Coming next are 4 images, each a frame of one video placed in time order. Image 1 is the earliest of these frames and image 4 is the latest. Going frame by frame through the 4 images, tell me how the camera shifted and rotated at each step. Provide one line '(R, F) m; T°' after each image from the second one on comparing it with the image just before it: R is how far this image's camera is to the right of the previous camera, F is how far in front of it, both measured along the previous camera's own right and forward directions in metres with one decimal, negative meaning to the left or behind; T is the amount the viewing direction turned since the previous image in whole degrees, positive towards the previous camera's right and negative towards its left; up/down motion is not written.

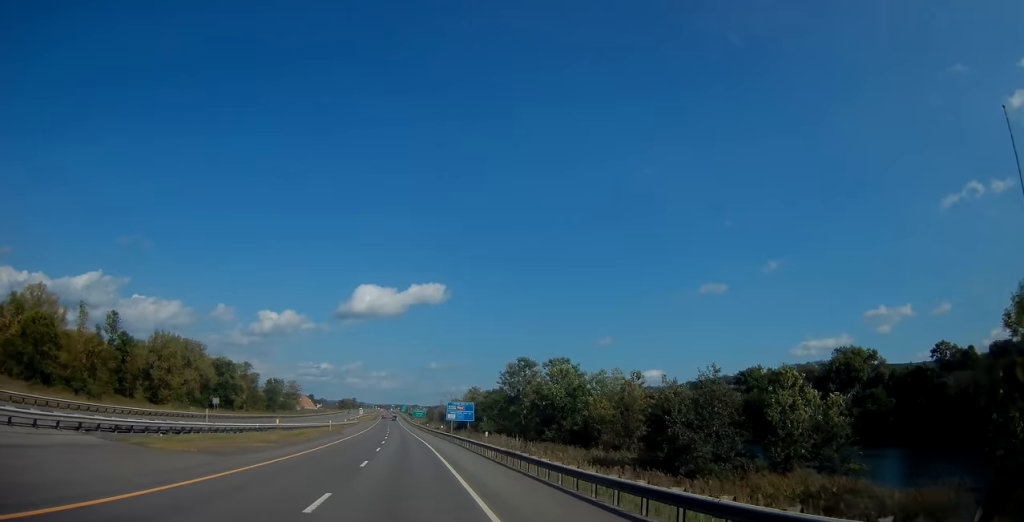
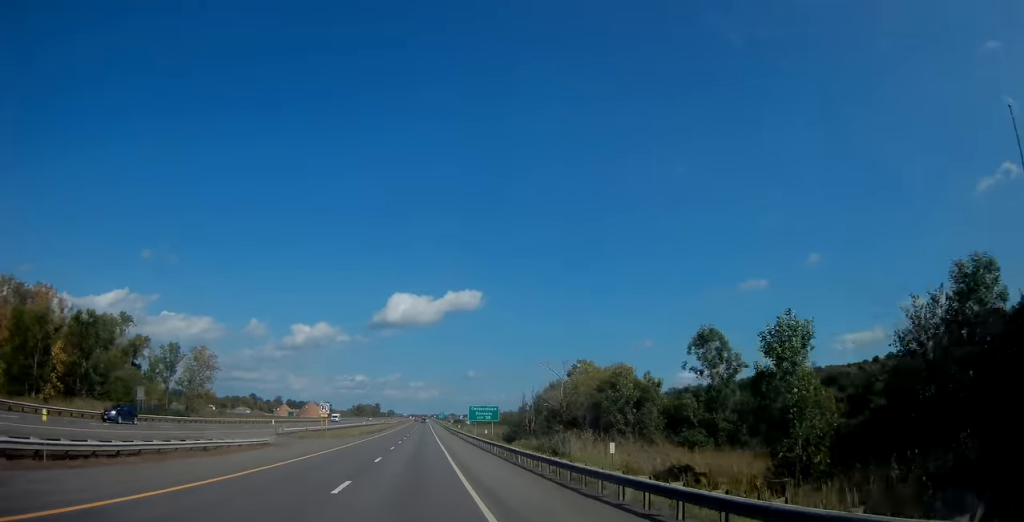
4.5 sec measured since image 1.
(-4.5, +130.0) m; -3°
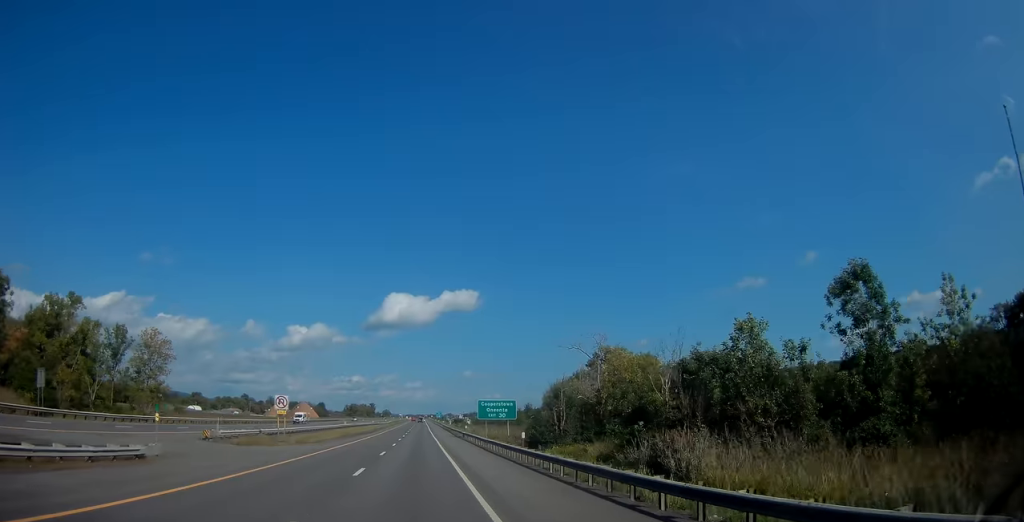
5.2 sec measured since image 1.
(0.0, +19.9) m; 0°
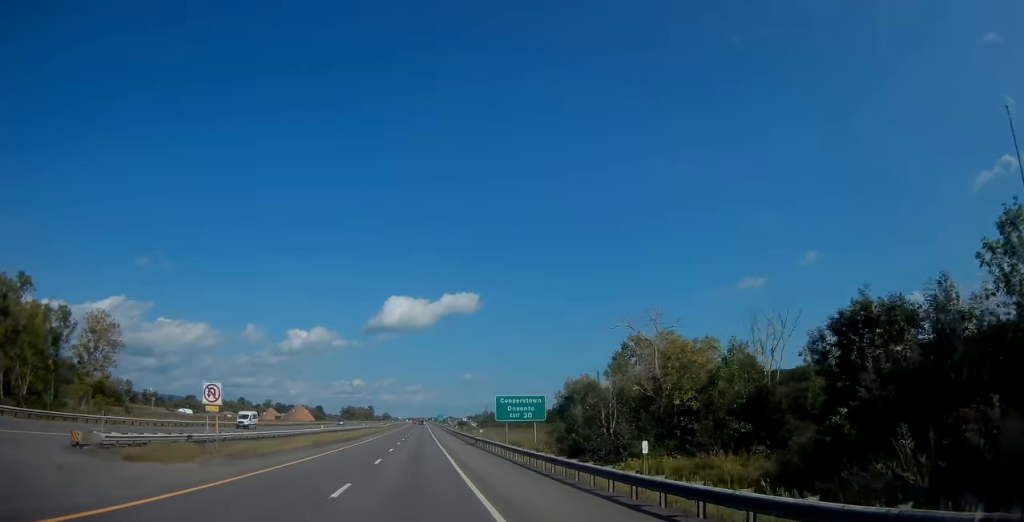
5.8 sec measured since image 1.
(0.0, +17.0) m; 0°
